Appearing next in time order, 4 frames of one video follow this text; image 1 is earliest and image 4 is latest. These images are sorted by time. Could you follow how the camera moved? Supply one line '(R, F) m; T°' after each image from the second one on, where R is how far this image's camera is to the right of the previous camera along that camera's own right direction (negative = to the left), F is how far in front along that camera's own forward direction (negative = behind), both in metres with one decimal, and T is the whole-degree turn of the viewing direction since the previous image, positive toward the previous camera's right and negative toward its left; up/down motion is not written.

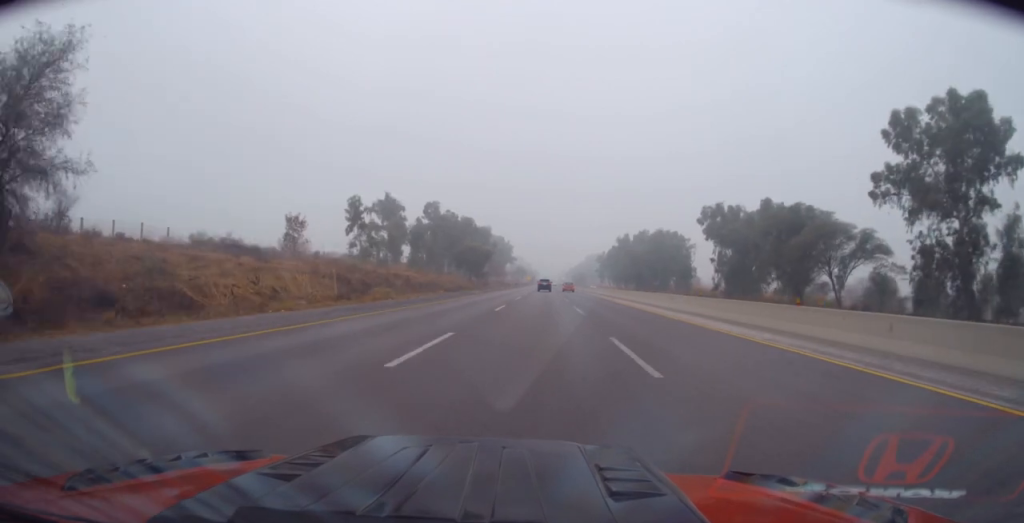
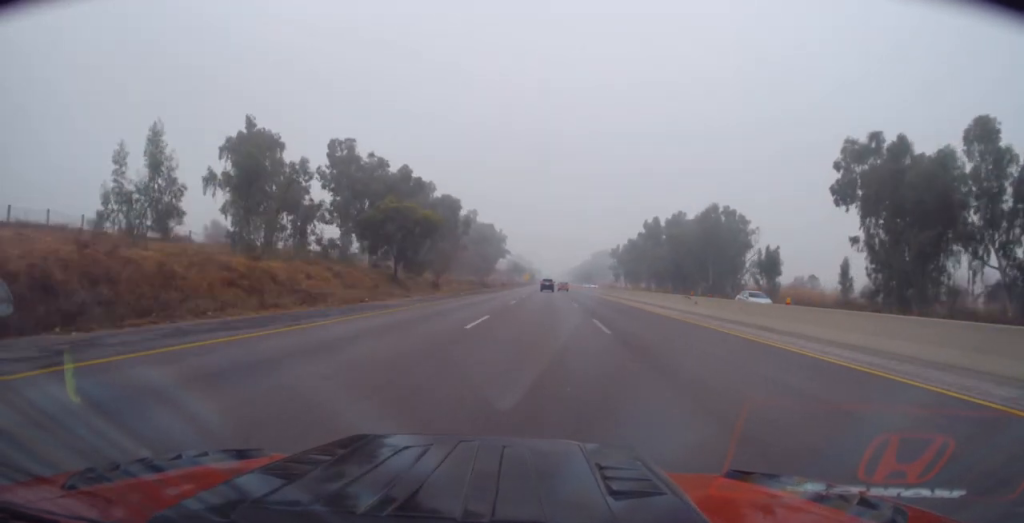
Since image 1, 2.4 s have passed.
(-1.4, +64.3) m; 0°
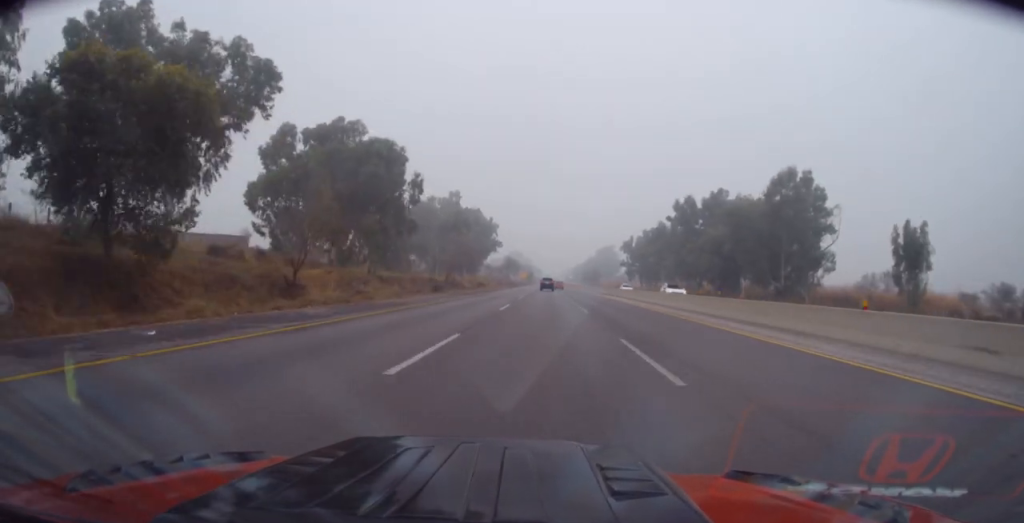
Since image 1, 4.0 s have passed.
(+0.4, +43.8) m; 0°
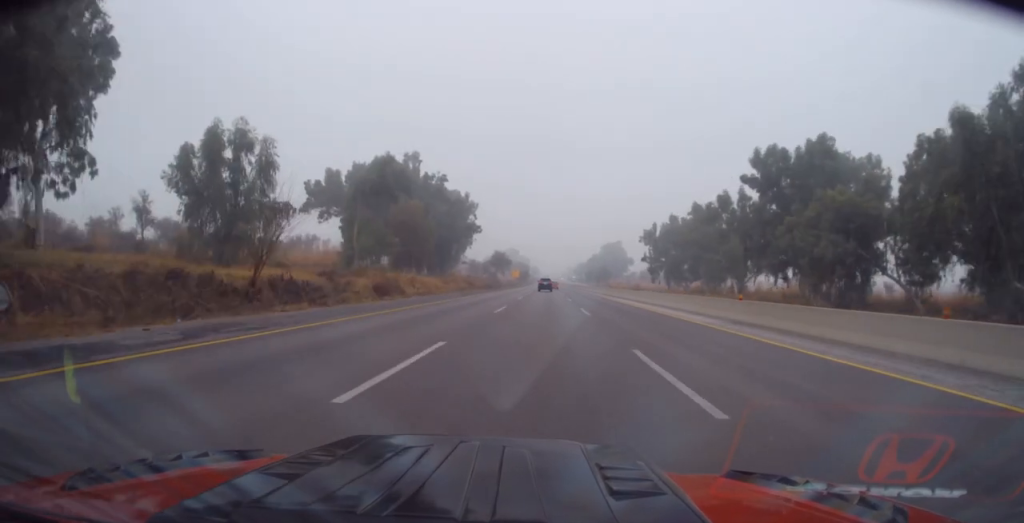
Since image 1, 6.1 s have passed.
(-0.5, +55.2) m; 0°
